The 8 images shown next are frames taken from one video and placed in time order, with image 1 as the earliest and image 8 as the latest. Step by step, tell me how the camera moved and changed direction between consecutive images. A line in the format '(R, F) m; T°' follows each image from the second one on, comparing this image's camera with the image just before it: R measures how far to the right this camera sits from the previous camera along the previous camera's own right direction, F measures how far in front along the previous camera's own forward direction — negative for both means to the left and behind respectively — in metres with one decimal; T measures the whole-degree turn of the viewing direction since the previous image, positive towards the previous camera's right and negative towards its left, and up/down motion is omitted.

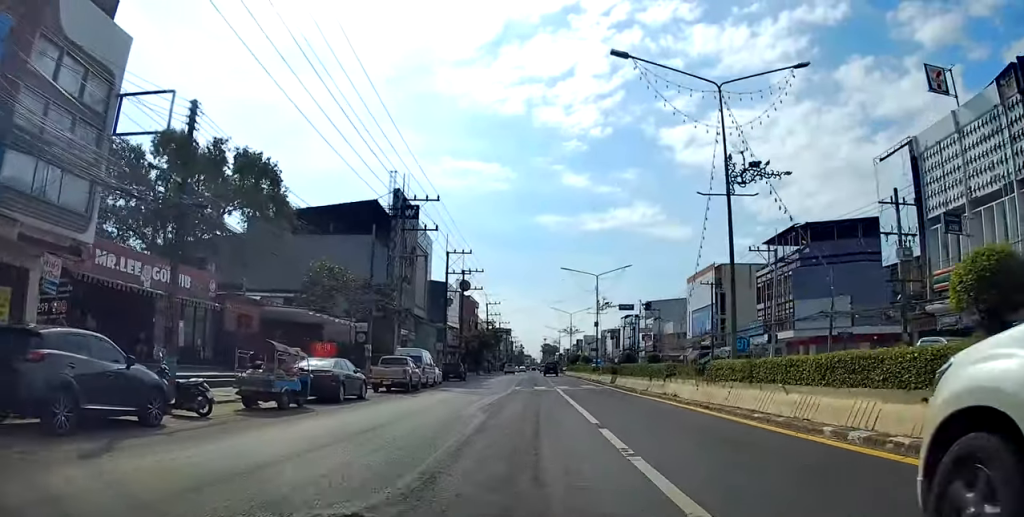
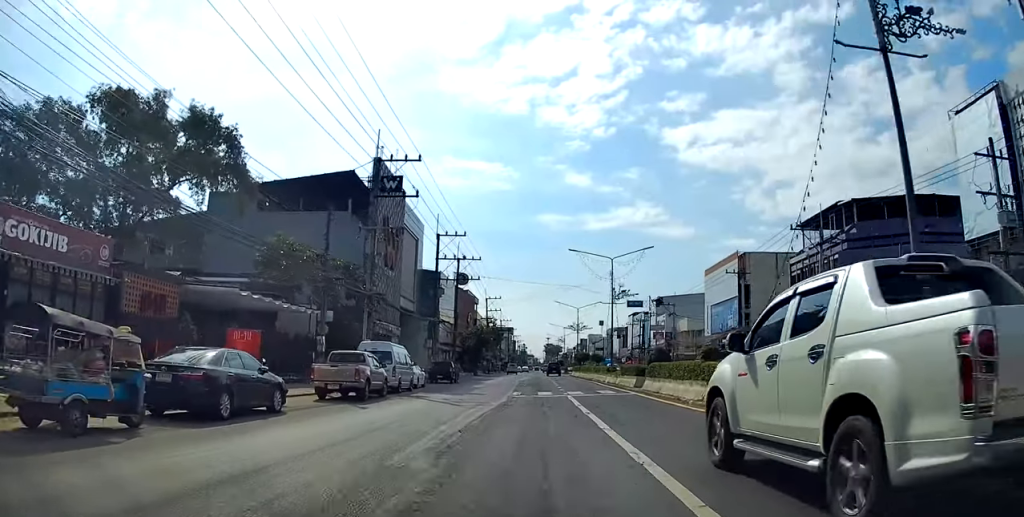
(0.0, +8.5) m; +1°
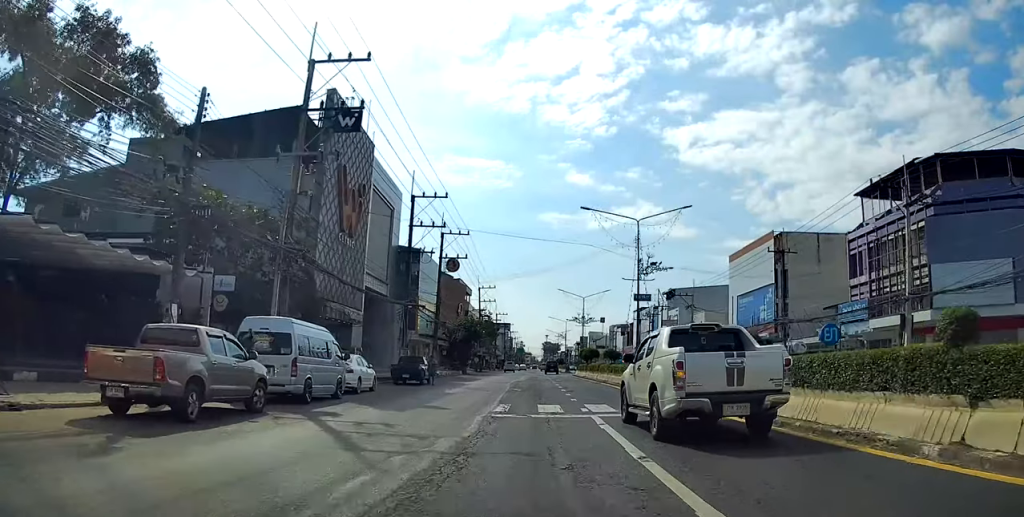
(+0.5, +12.3) m; +3°
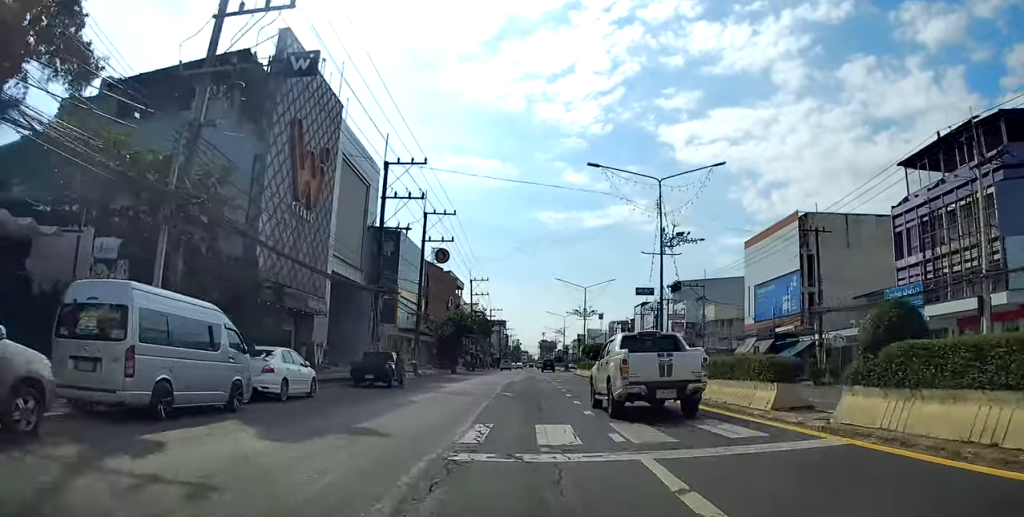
(0.0, +6.8) m; 0°
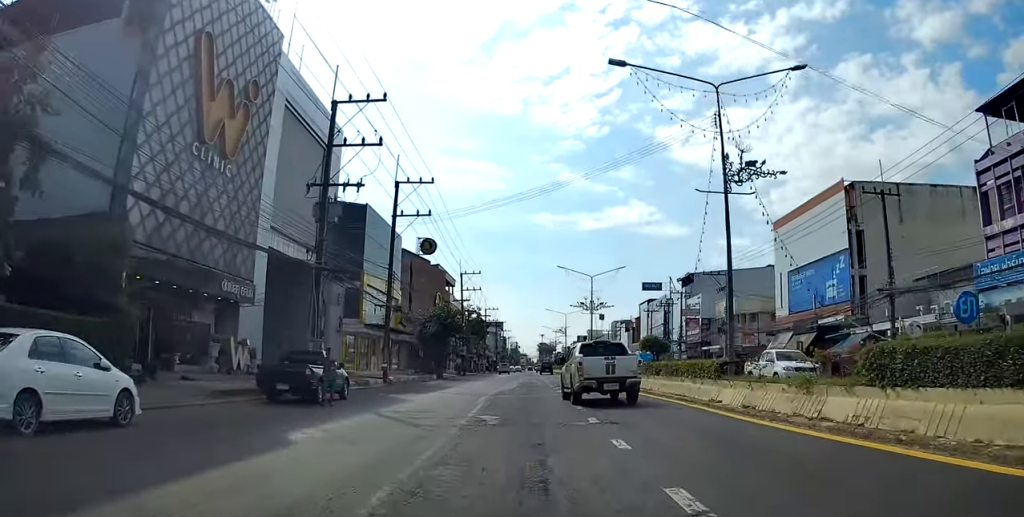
(0.0, +9.5) m; 0°
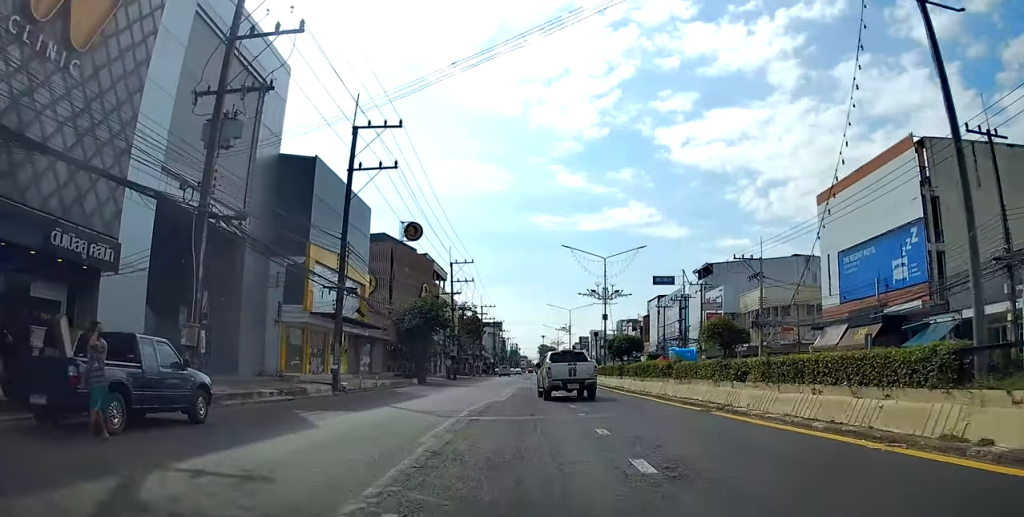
(0.0, +10.3) m; 0°
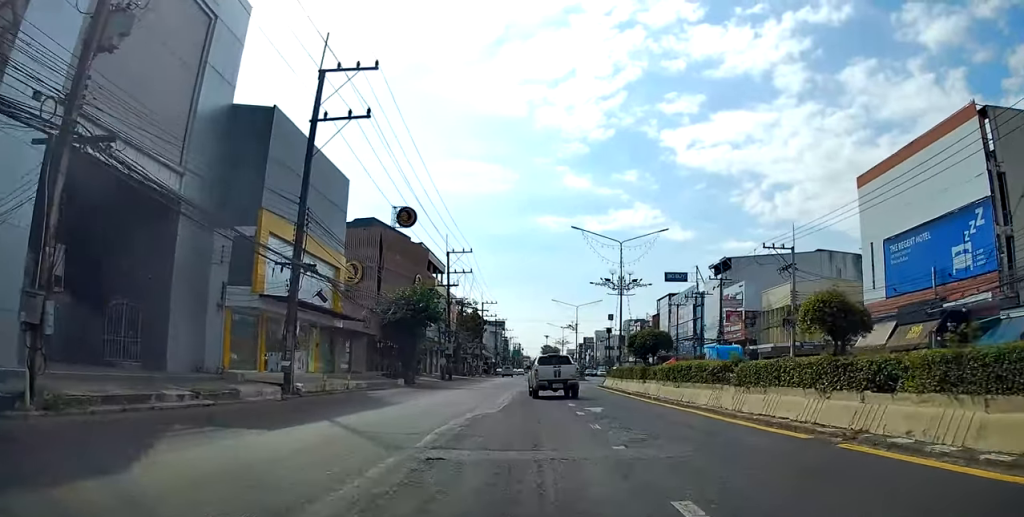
(0.0, +6.7) m; 0°
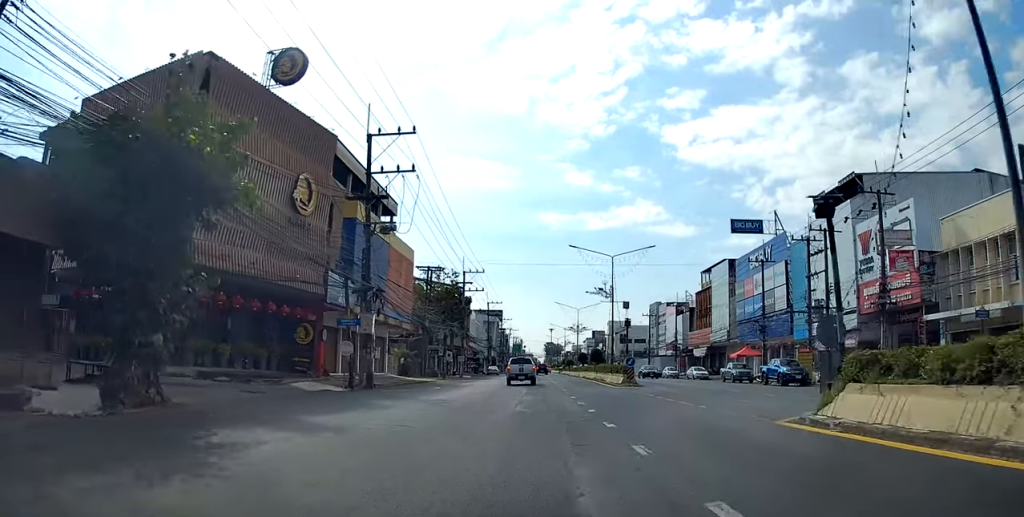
(-2.5, +32.5) m; -5°
